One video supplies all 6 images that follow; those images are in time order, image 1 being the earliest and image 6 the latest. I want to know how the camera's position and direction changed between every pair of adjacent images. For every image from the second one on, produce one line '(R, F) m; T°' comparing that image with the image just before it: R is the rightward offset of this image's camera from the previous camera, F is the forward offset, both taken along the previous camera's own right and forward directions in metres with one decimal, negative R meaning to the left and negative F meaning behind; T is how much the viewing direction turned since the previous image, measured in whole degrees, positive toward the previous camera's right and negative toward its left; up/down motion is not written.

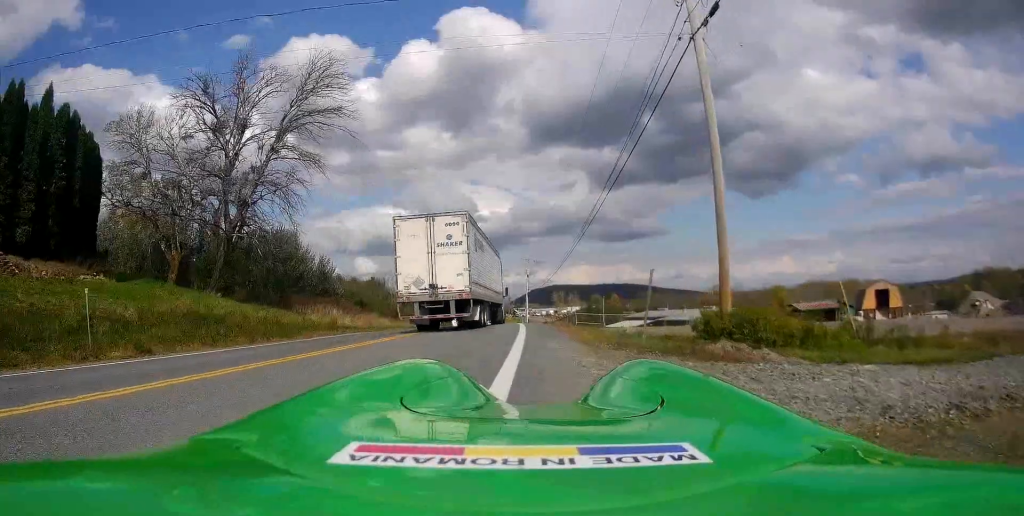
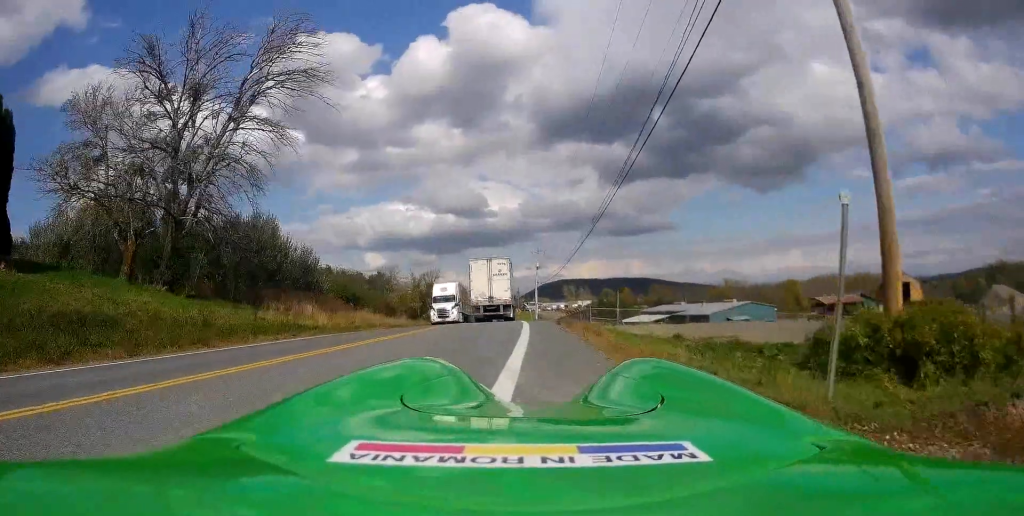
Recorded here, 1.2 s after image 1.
(+0.2, +7.1) m; +1°
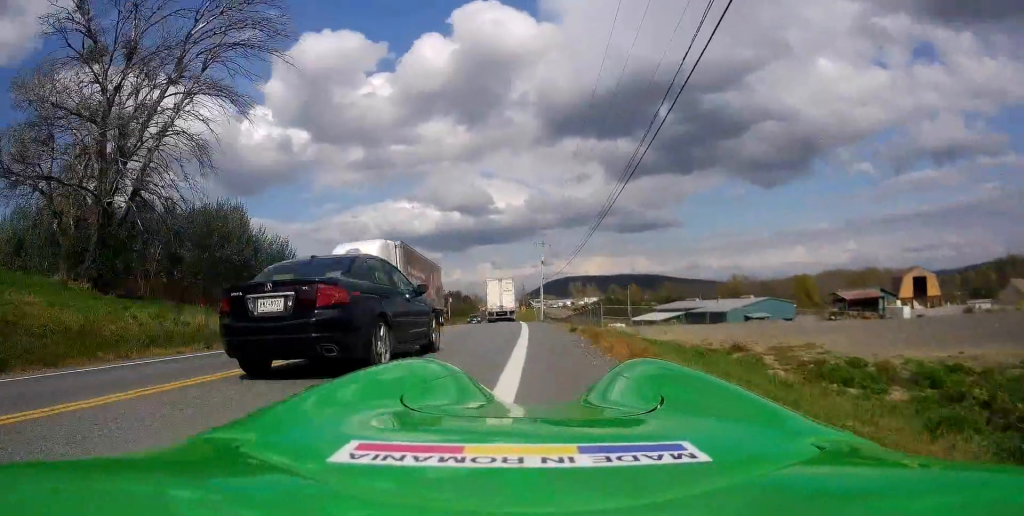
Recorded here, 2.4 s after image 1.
(-0.2, +6.6) m; -5°
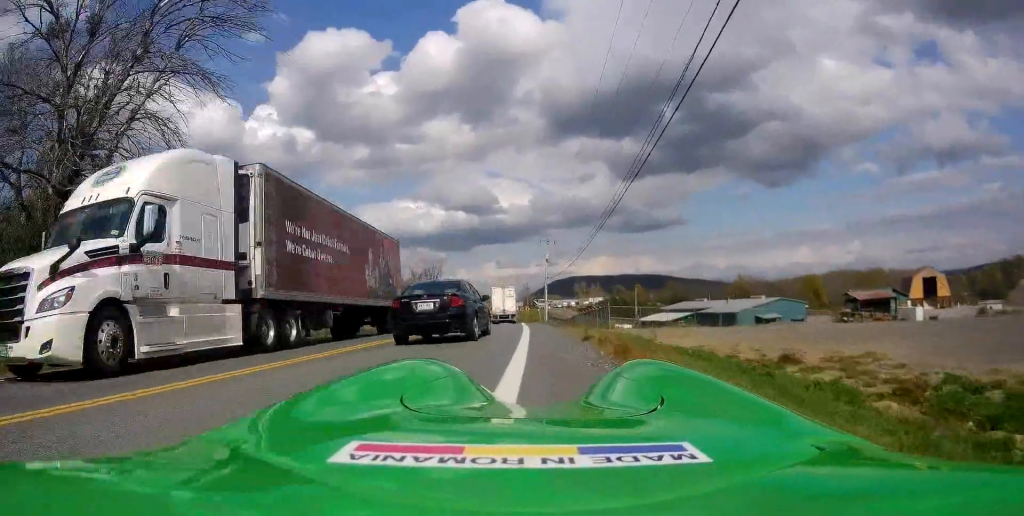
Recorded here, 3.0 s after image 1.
(-0.2, +3.1) m; 0°
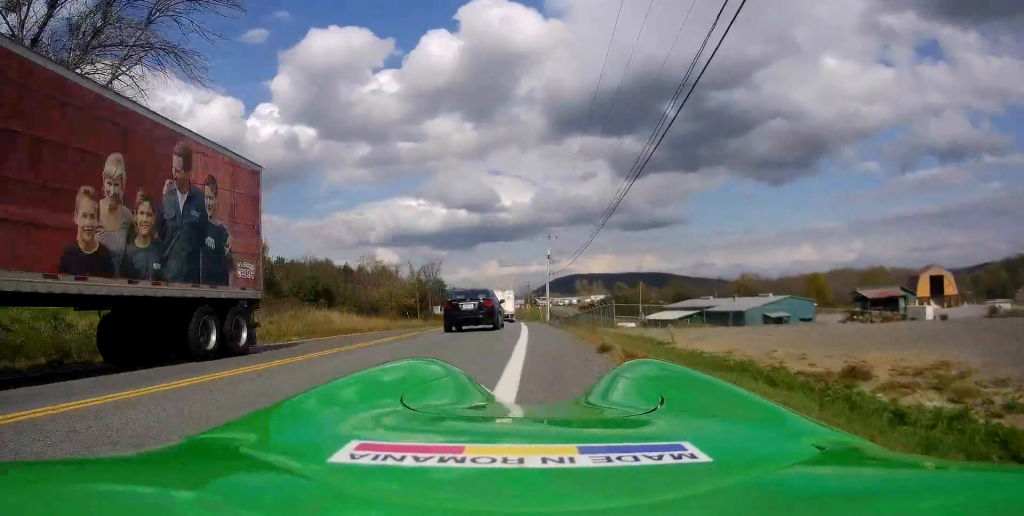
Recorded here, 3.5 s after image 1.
(-0.2, +3.1) m; 0°
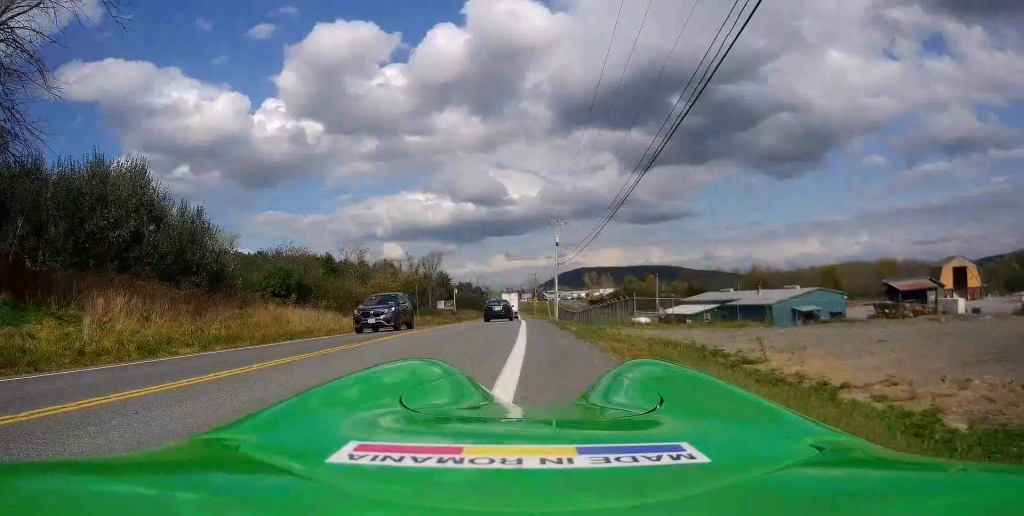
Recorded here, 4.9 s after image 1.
(+0.2, +8.3) m; 0°
